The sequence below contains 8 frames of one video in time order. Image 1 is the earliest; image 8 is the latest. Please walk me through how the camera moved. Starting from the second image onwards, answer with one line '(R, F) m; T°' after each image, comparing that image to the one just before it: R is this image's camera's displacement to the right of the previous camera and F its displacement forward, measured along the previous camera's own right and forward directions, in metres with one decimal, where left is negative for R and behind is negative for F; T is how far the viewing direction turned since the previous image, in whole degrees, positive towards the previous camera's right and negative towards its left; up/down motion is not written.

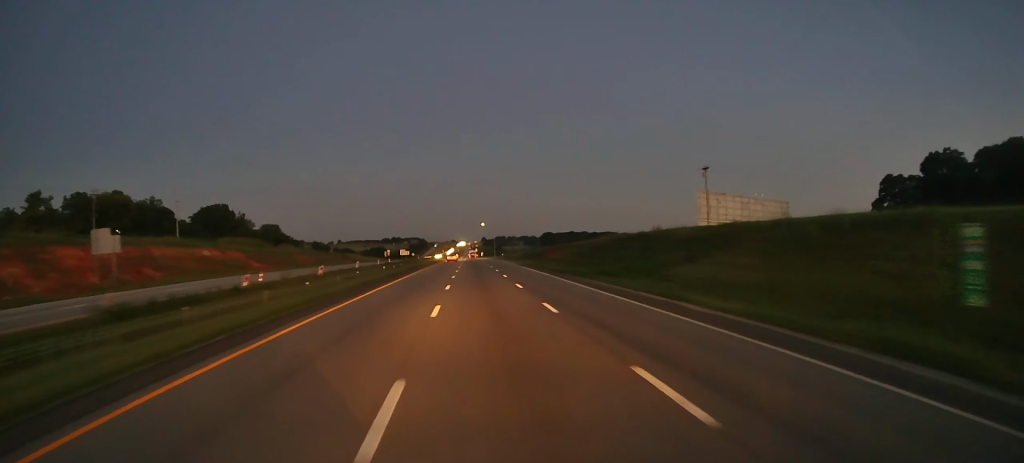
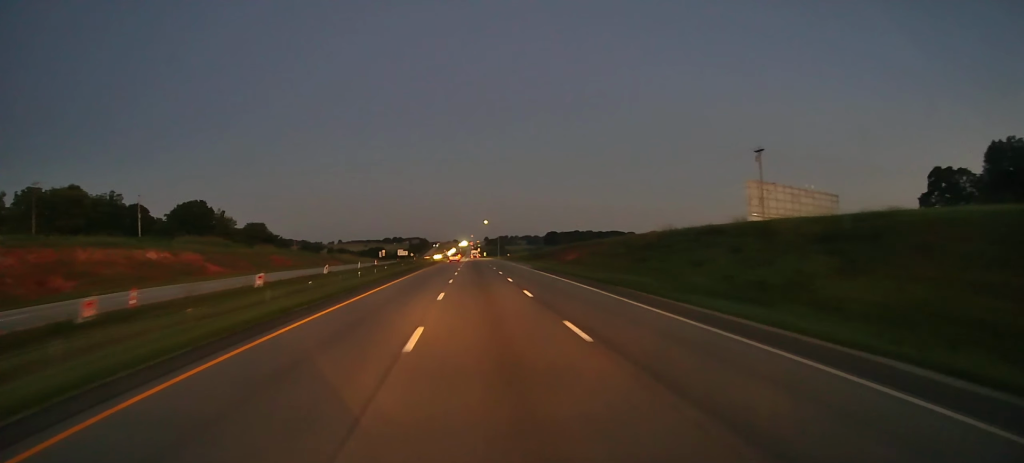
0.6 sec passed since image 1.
(-0.1, +17.7) m; 0°
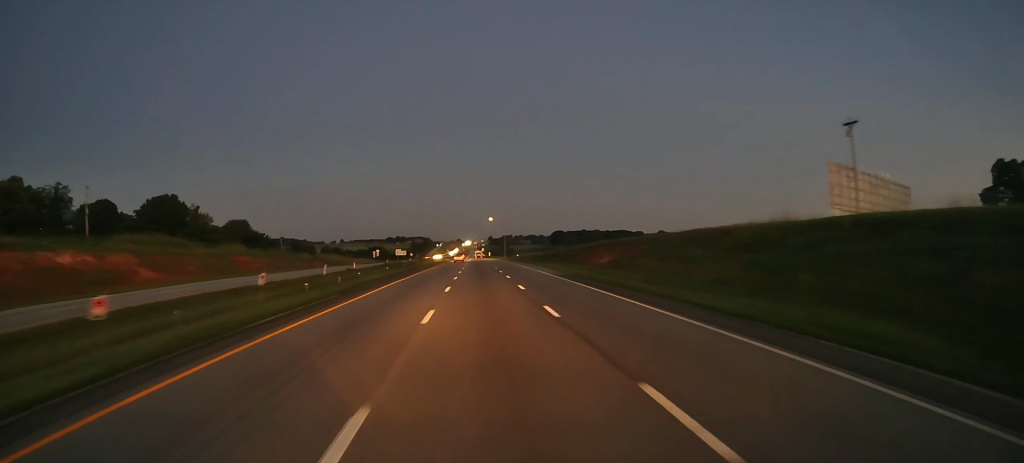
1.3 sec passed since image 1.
(0.0, +19.7) m; 0°
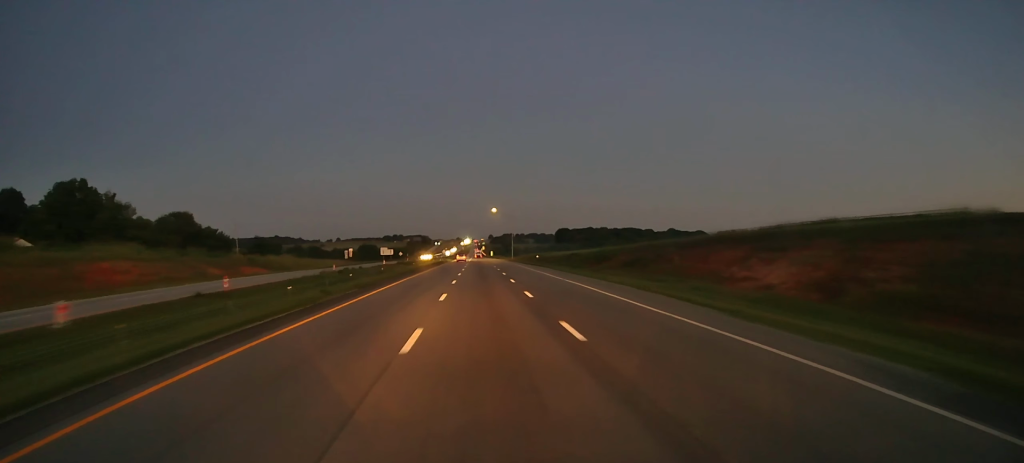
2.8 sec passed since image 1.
(+0.1, +40.6) m; 0°
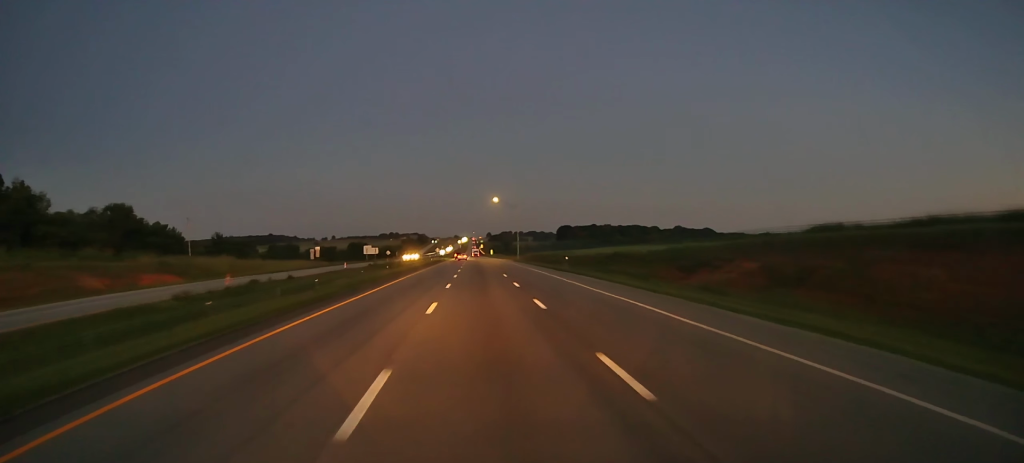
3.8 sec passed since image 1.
(-0.1, +29.4) m; -1°
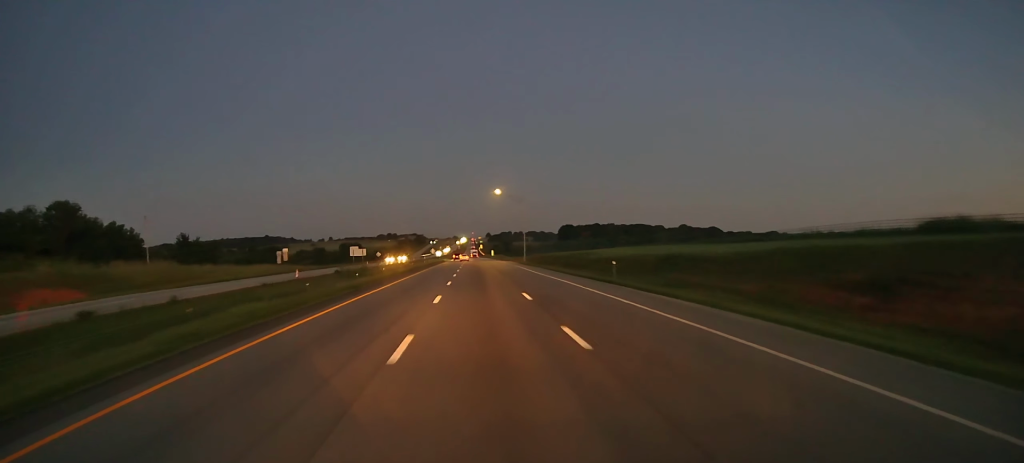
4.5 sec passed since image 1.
(-0.1, +20.0) m; 0°
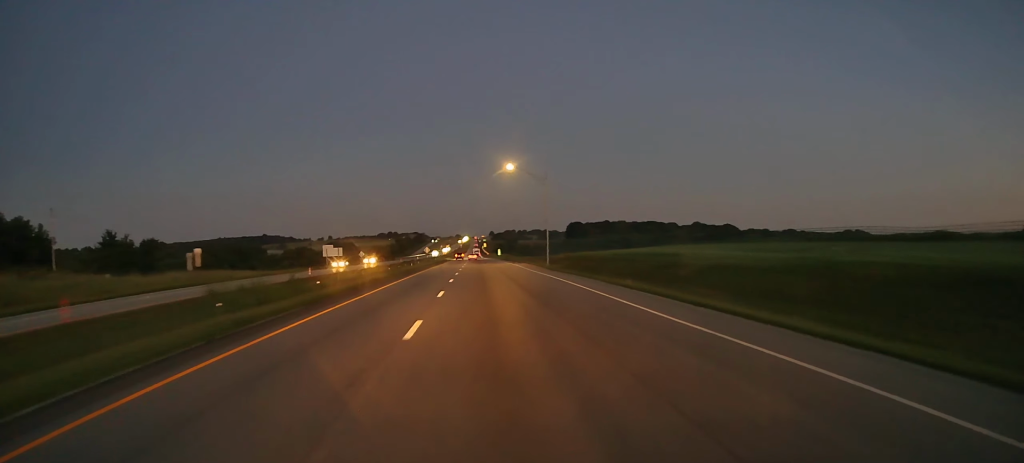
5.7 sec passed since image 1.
(0.0, +33.2) m; 0°
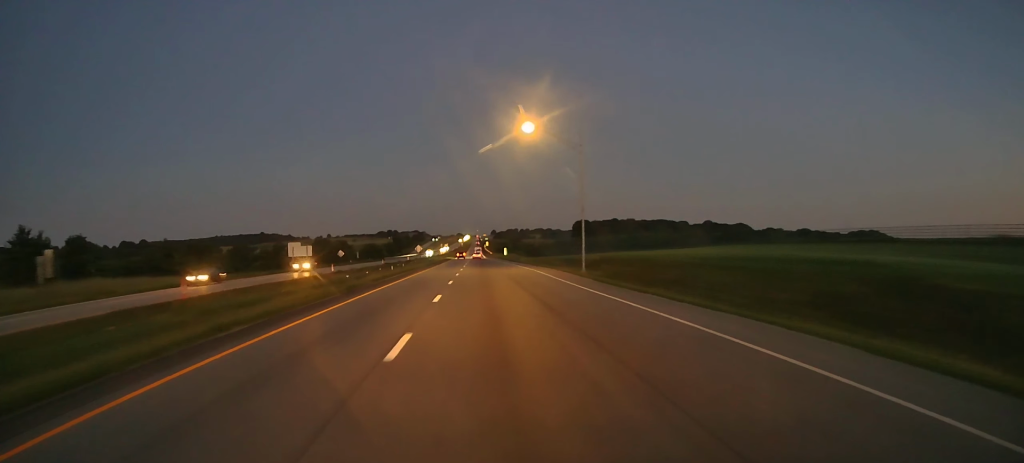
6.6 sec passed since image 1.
(+0.1, +26.6) m; 0°
